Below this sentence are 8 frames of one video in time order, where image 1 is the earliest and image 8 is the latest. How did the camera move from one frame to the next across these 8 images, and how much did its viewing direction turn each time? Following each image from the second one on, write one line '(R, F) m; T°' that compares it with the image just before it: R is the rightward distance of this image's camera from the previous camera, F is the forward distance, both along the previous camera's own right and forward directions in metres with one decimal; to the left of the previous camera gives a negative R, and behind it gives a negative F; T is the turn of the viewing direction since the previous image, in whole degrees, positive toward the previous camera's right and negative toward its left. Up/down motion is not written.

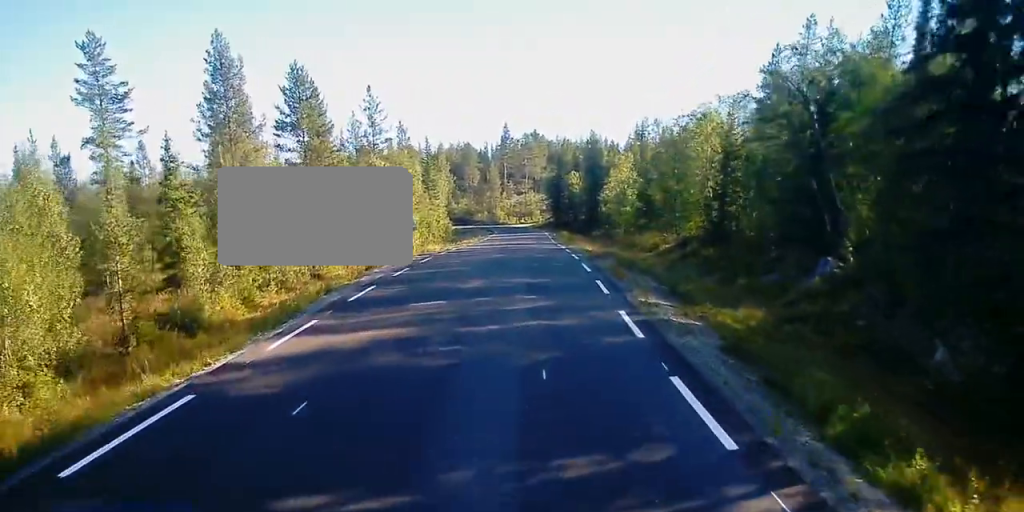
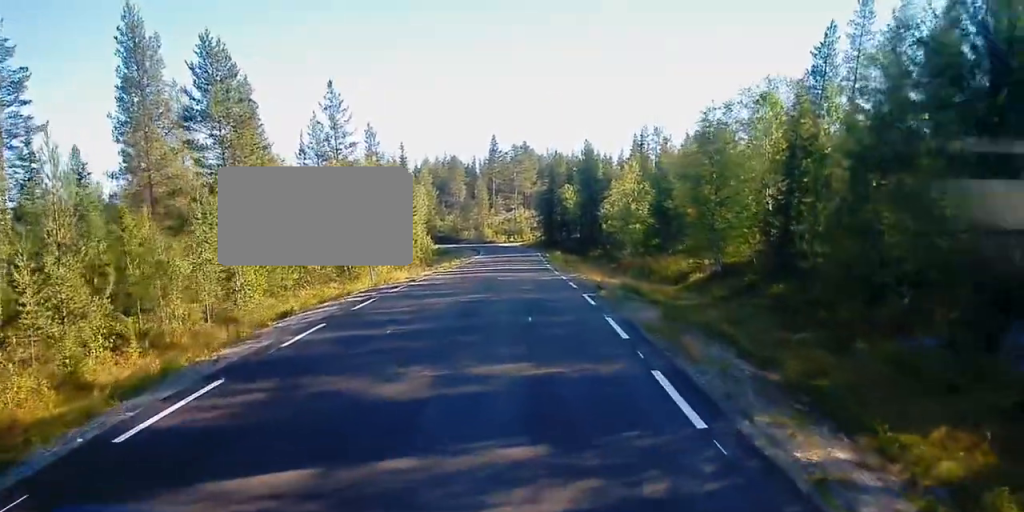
(0.0, +10.8) m; 0°
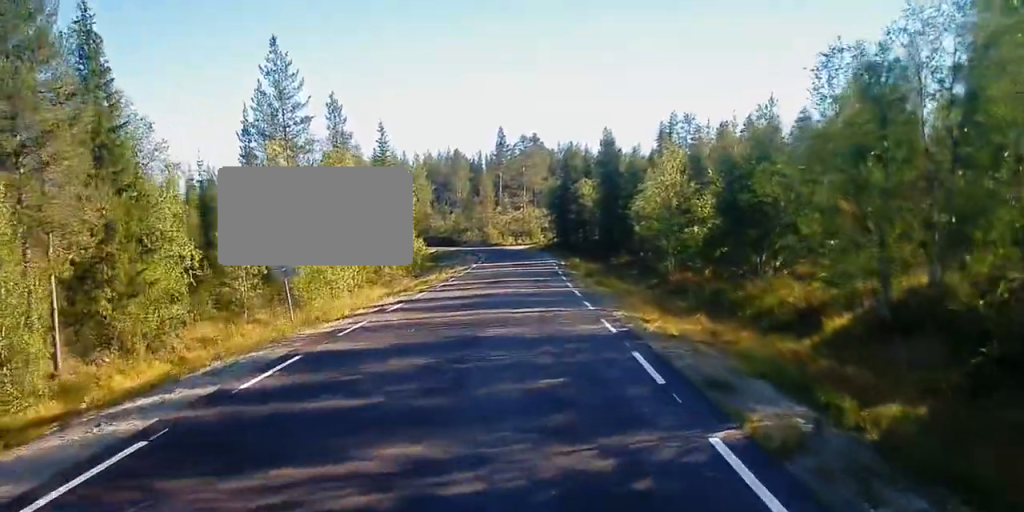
(0.0, +14.8) m; 0°
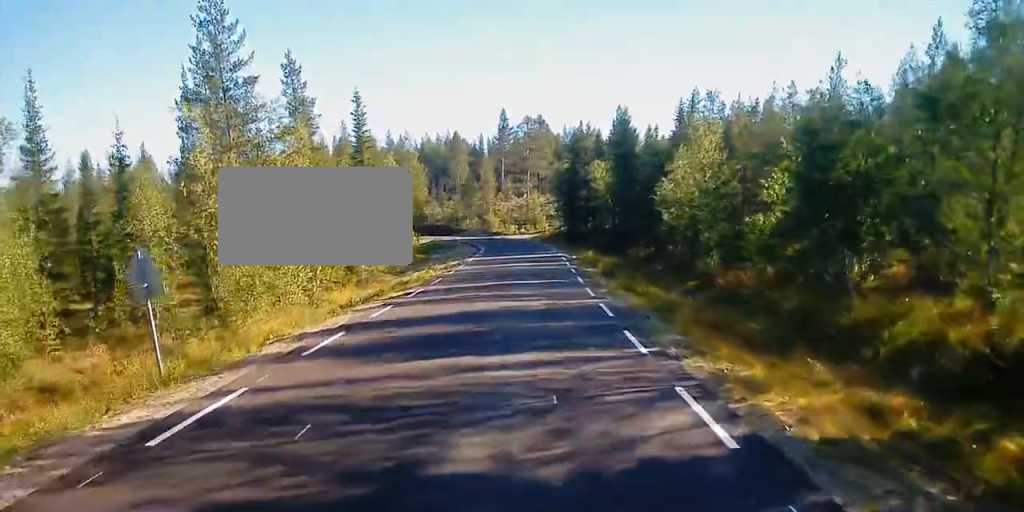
(0.0, +9.3) m; 0°
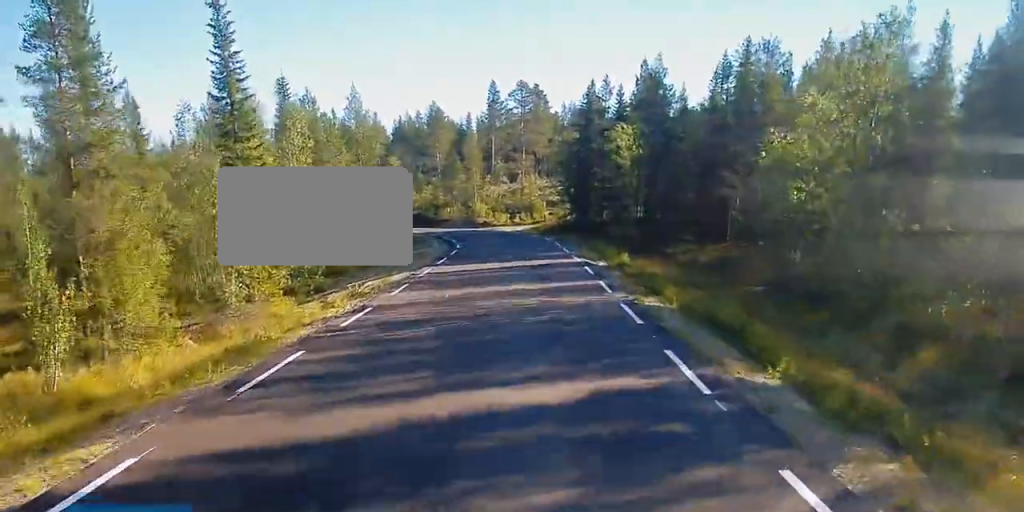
(+0.2, +21.6) m; +1°
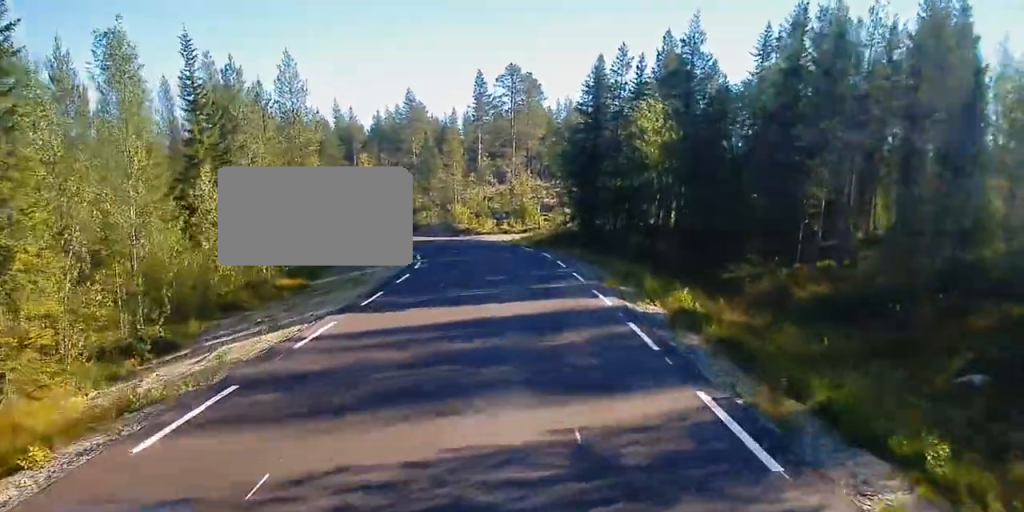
(0.0, +14.6) m; 0°
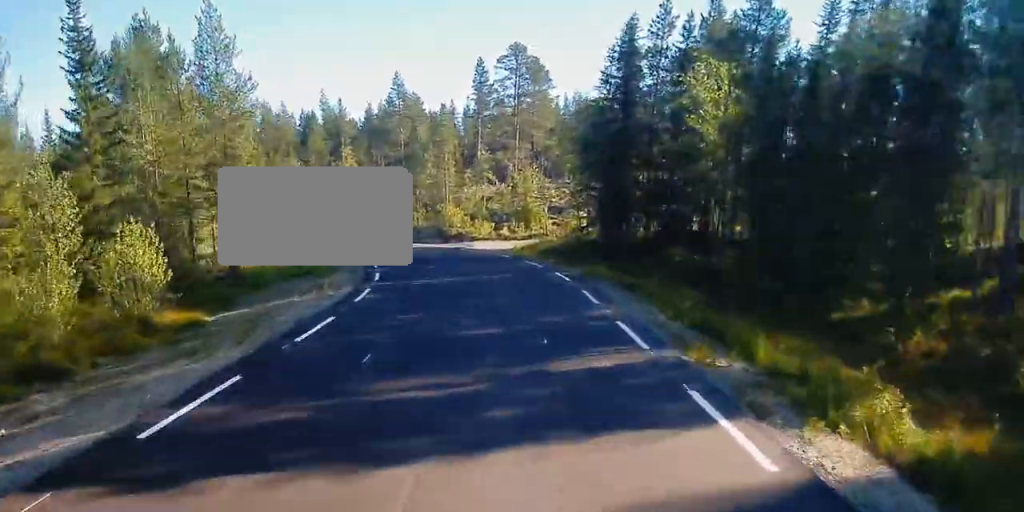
(0.0, +11.7) m; -2°
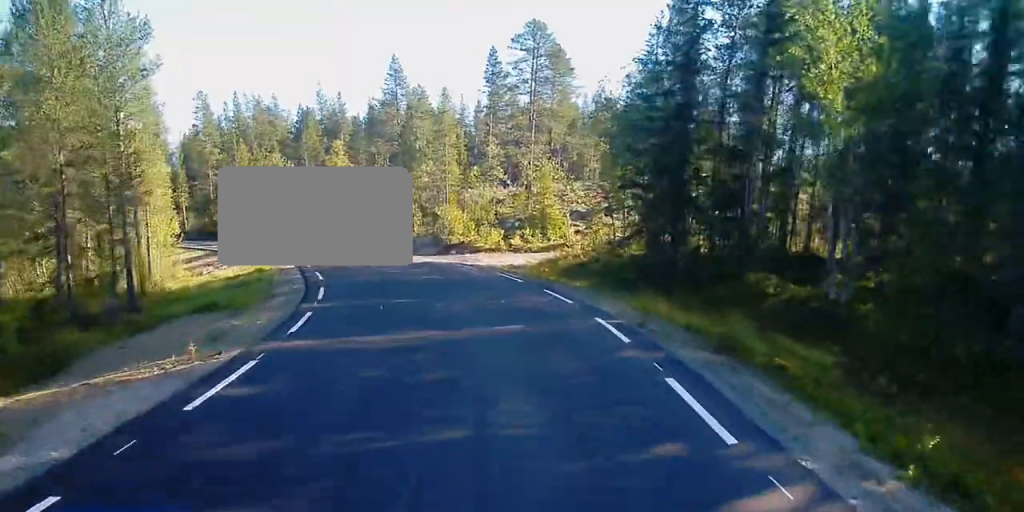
(-0.3, +10.7) m; -3°
